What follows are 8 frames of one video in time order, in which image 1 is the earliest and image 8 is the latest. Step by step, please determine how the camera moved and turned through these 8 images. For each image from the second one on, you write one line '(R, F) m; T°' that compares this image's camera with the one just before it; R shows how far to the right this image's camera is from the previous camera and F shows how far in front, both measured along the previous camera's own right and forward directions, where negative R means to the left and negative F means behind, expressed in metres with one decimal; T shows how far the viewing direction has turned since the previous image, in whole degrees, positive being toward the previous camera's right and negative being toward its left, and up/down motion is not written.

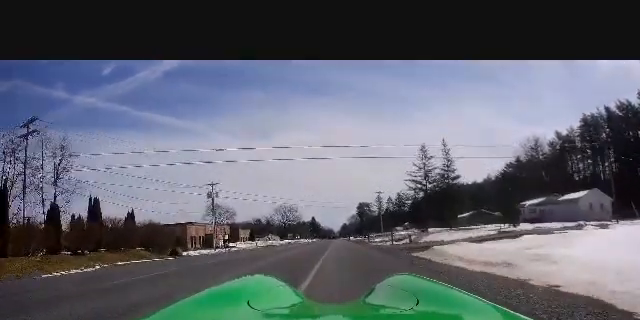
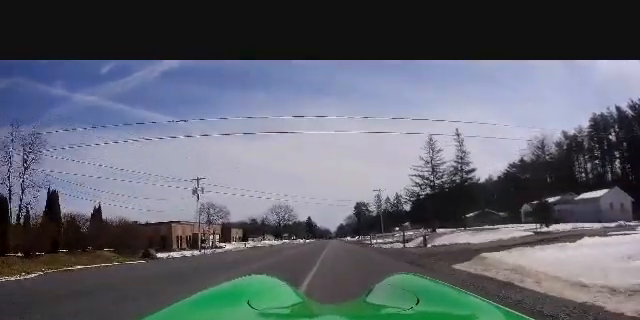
(+0.1, +5.4) m; +1°
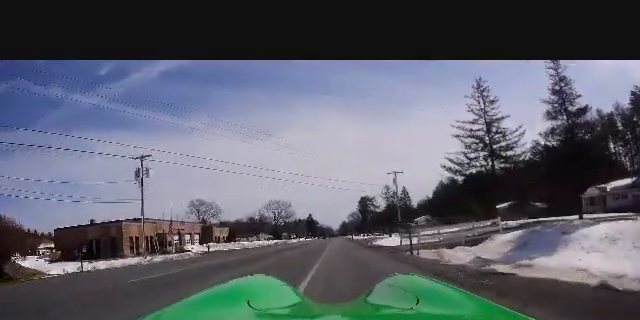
(-0.8, +17.7) m; -7°
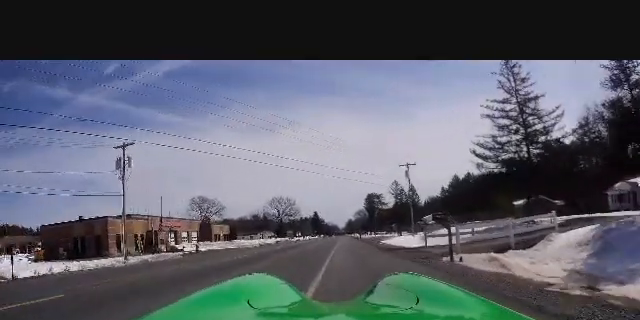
(-0.1, +5.1) m; 0°
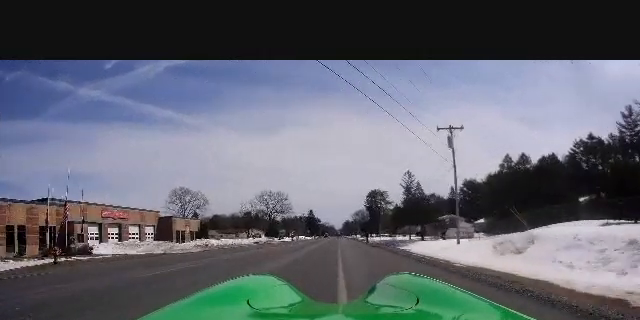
(+0.7, +19.8) m; +2°
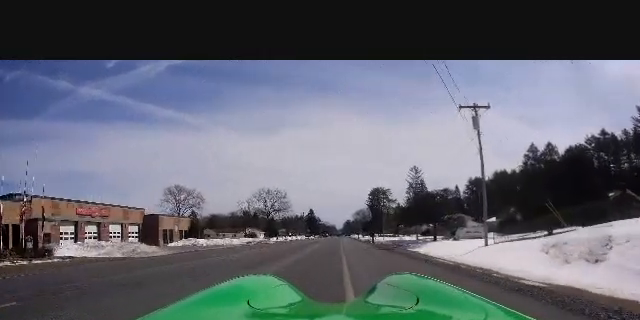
(-0.3, +5.9) m; 0°
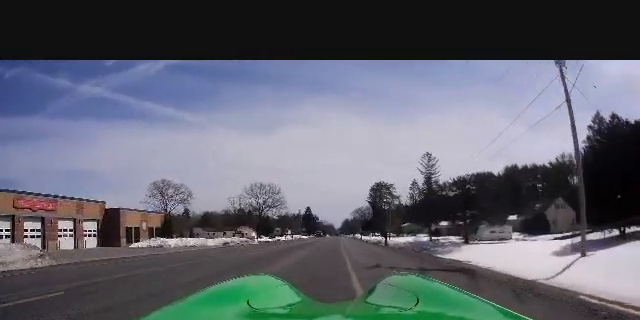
(+0.3, +11.4) m; +2°
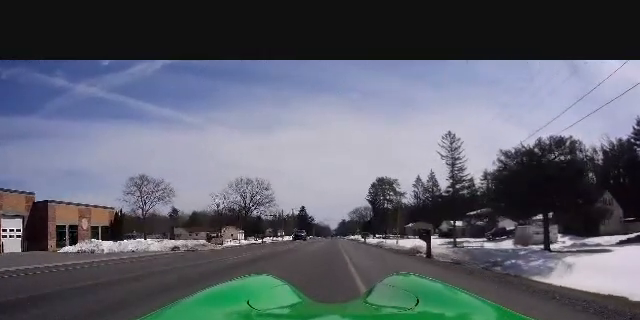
(+0.1, +14.3) m; -2°
